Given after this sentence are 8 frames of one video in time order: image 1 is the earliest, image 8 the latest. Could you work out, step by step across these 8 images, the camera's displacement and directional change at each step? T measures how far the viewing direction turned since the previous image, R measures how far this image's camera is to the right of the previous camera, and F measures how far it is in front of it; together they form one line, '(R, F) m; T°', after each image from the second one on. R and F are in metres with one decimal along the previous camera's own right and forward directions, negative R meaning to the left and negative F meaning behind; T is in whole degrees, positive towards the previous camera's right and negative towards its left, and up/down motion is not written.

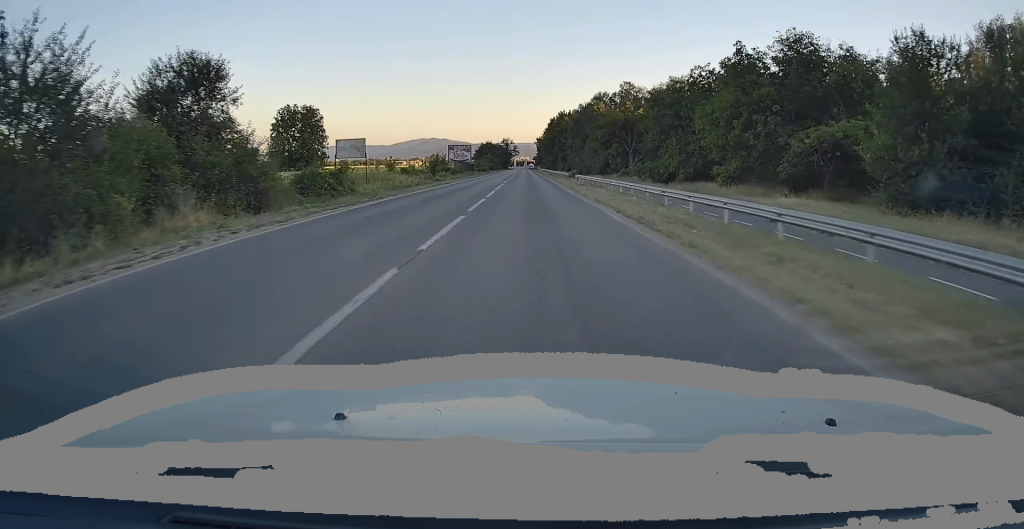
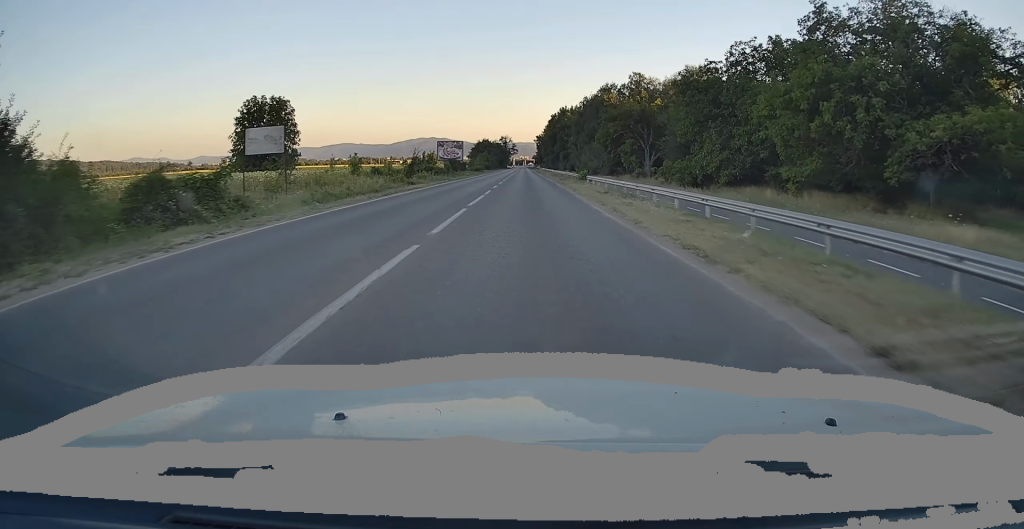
(-0.1, +13.7) m; 0°
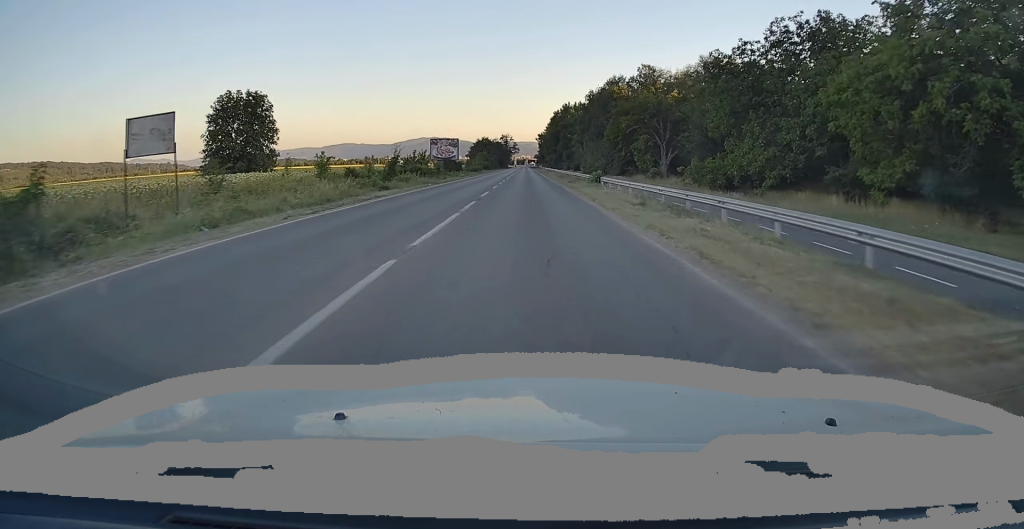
(0.0, +9.6) m; 0°
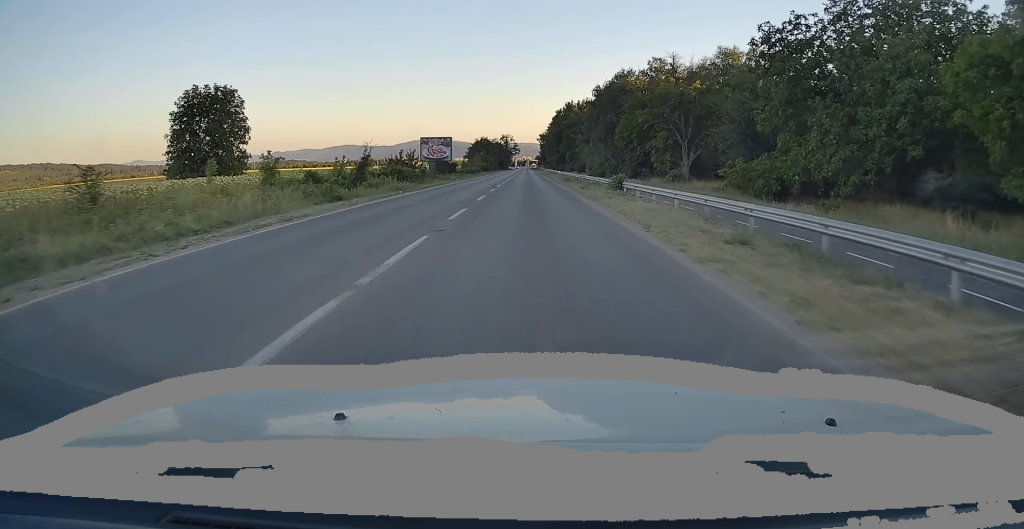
(+0.1, +9.8) m; 0°
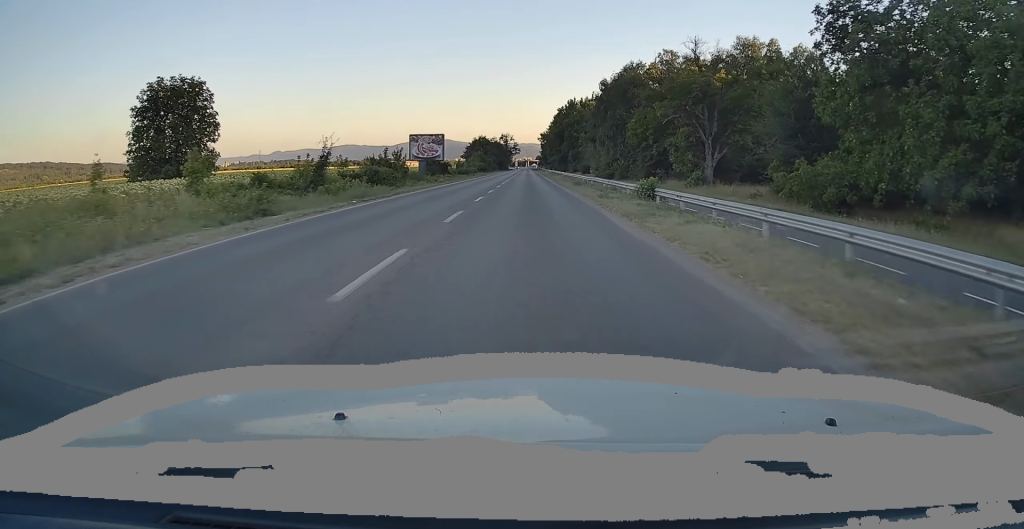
(+0.1, +8.5) m; 0°
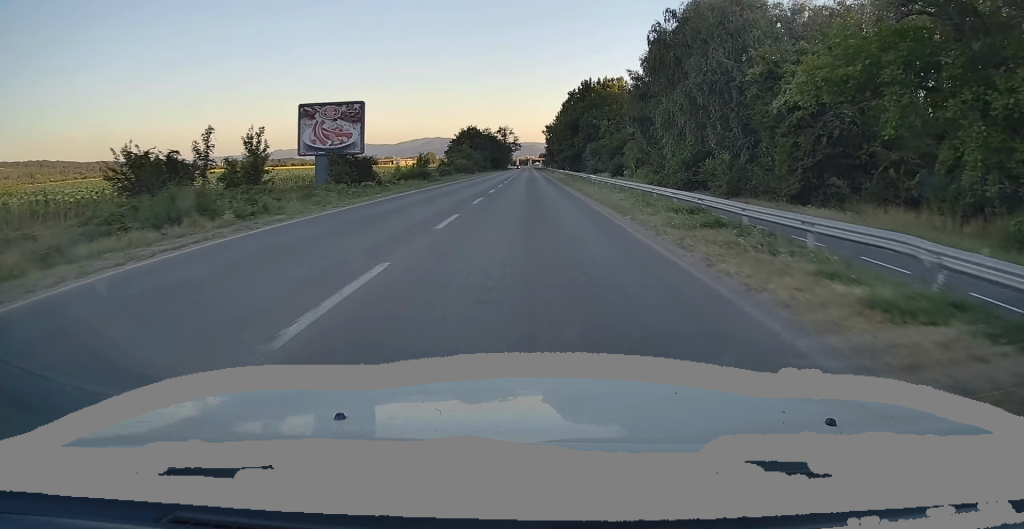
(-0.3, +40.2) m; 0°
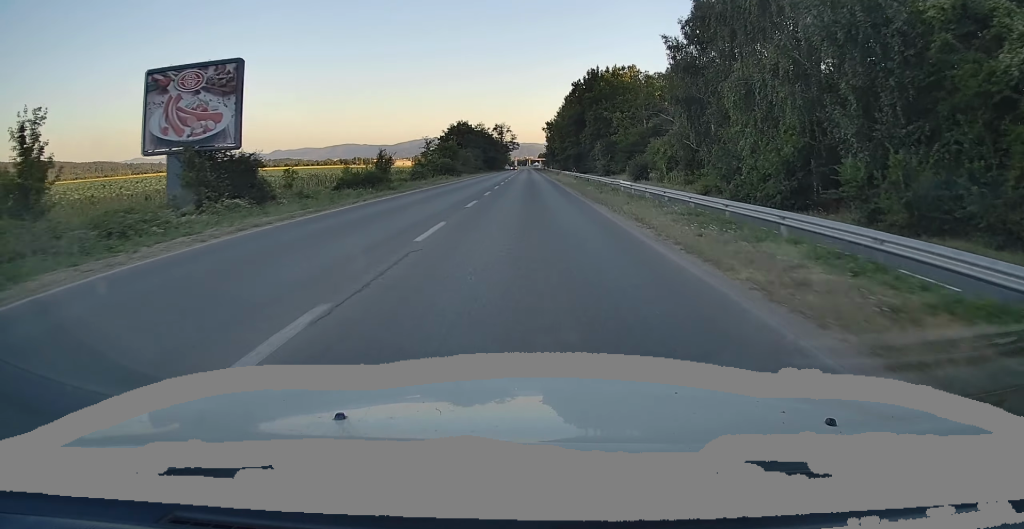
(+0.2, +17.3) m; 0°
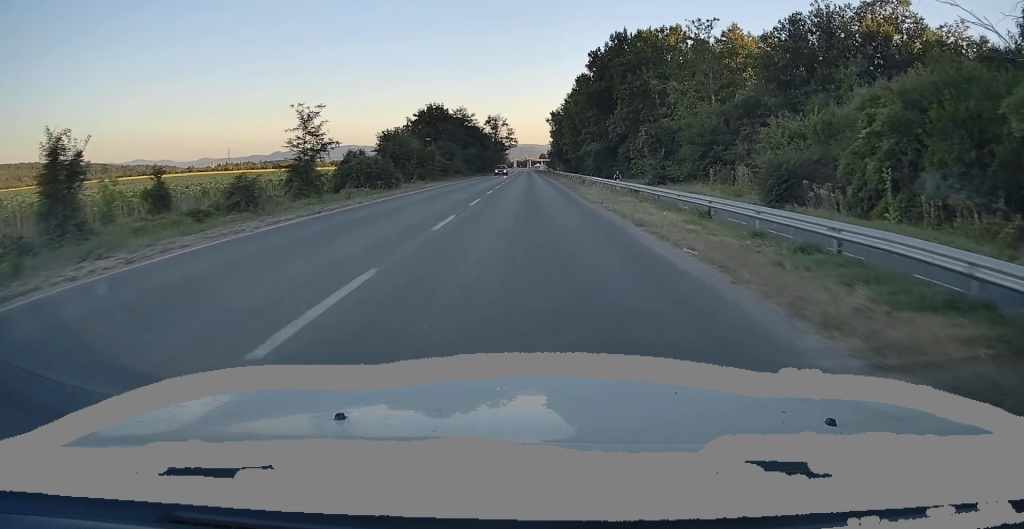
(-0.3, +37.0) m; 0°
